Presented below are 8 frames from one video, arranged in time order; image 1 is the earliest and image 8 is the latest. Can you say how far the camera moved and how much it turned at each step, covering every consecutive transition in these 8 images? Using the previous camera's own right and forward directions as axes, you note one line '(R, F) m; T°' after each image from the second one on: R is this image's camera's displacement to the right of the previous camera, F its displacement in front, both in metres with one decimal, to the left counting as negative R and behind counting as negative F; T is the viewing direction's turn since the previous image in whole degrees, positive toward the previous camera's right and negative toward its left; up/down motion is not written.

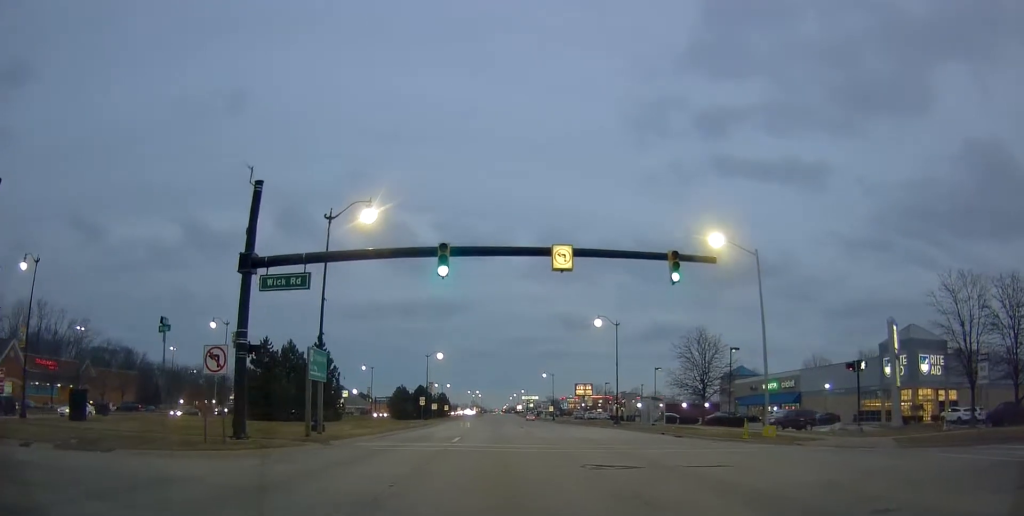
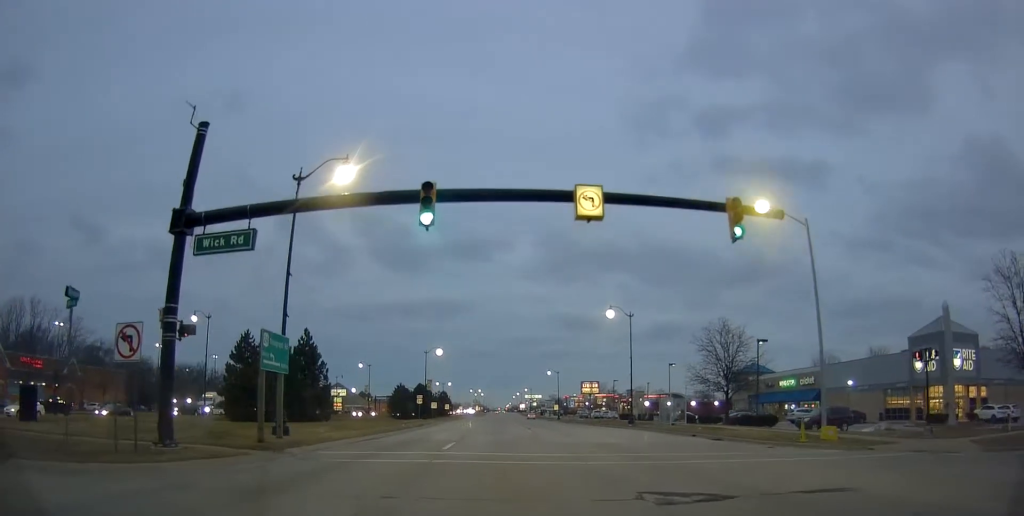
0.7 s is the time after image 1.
(-0.2, +4.2) m; +4°
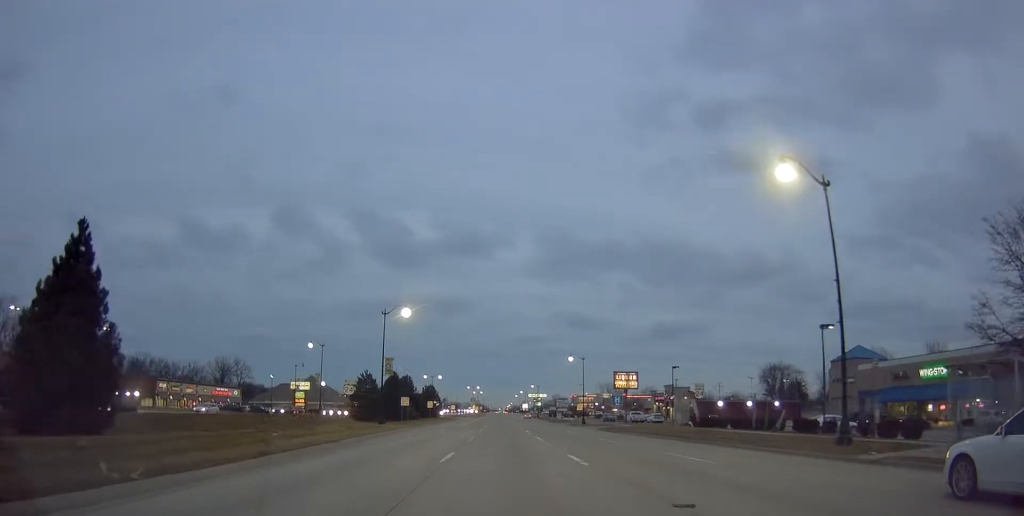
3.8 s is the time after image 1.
(+2.1, +31.7) m; +7°
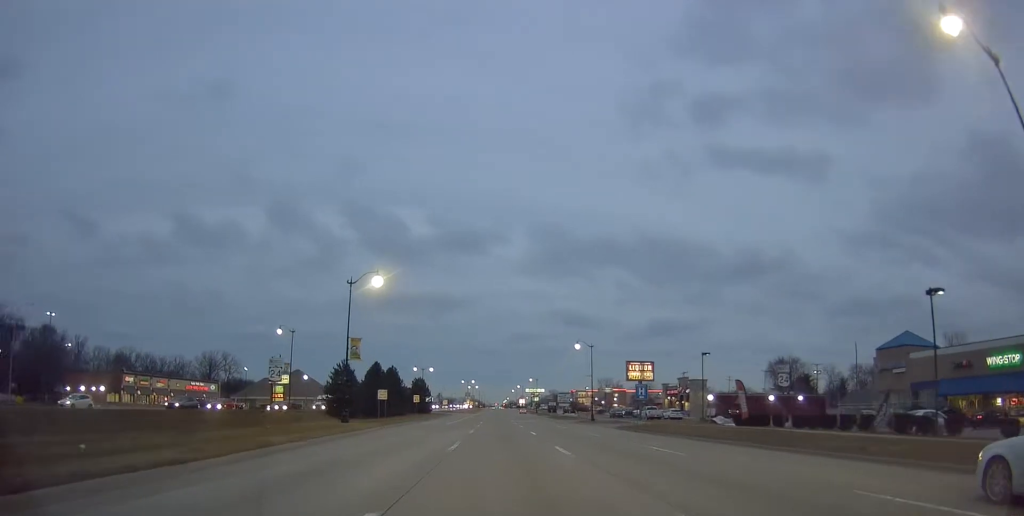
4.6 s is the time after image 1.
(0.0, +10.8) m; 0°
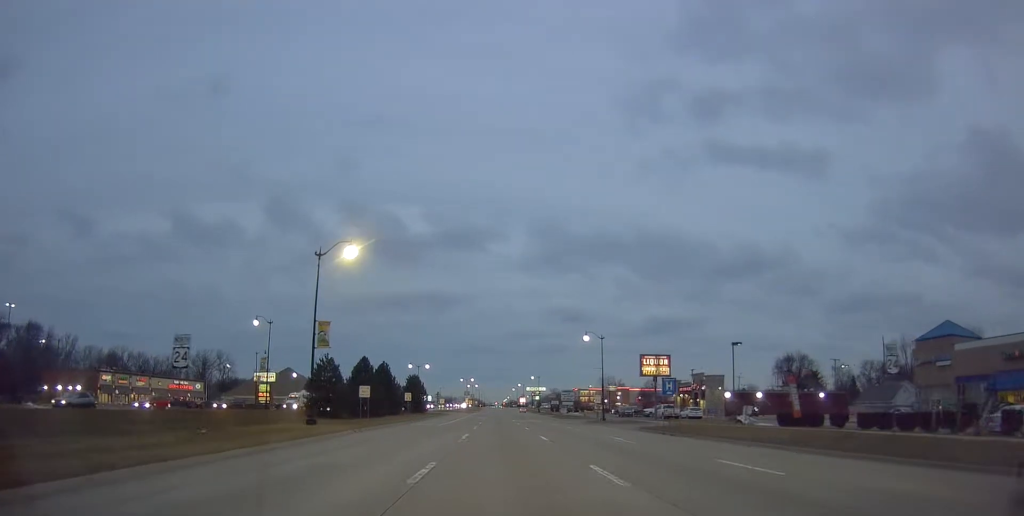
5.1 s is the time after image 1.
(0.0, +7.8) m; -1°
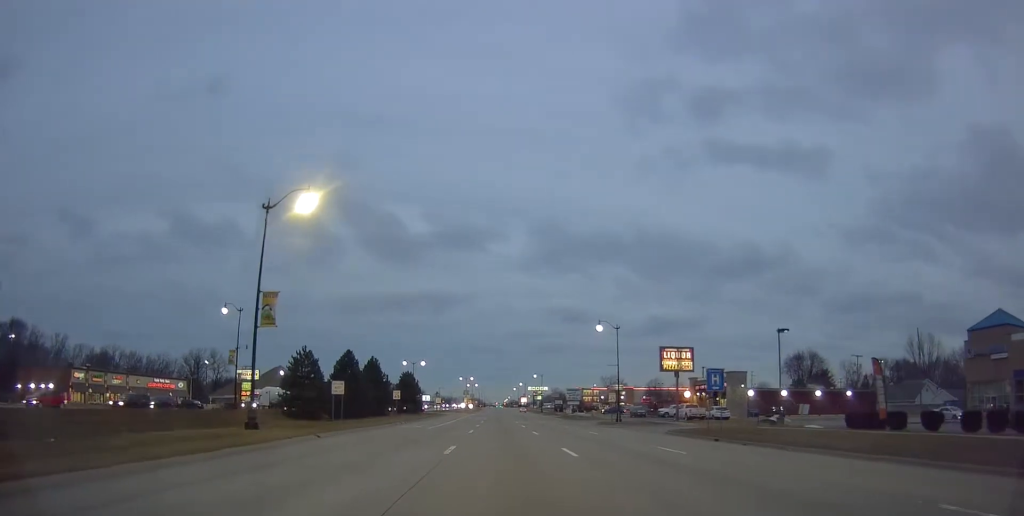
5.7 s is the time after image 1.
(+0.1, +8.5) m; -1°
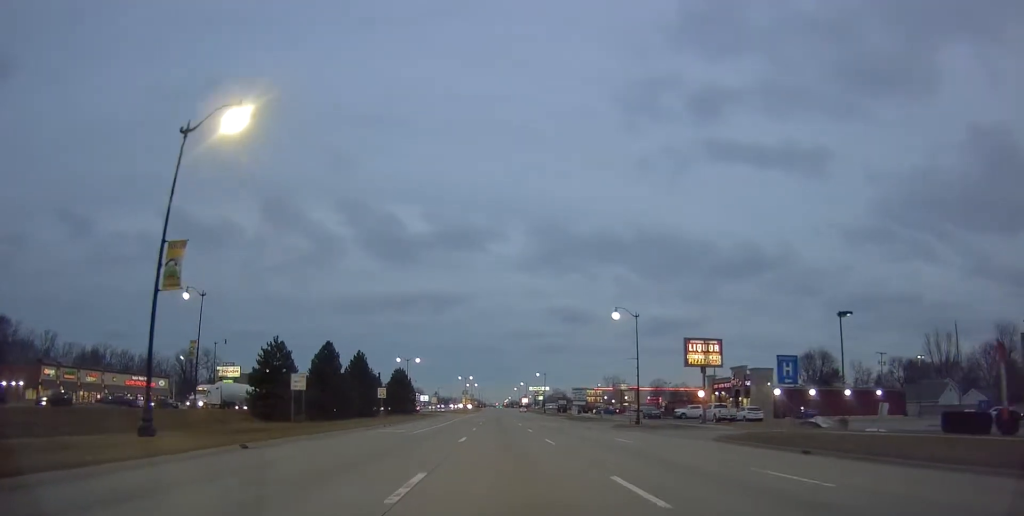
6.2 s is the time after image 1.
(-0.2, +8.7) m; 0°
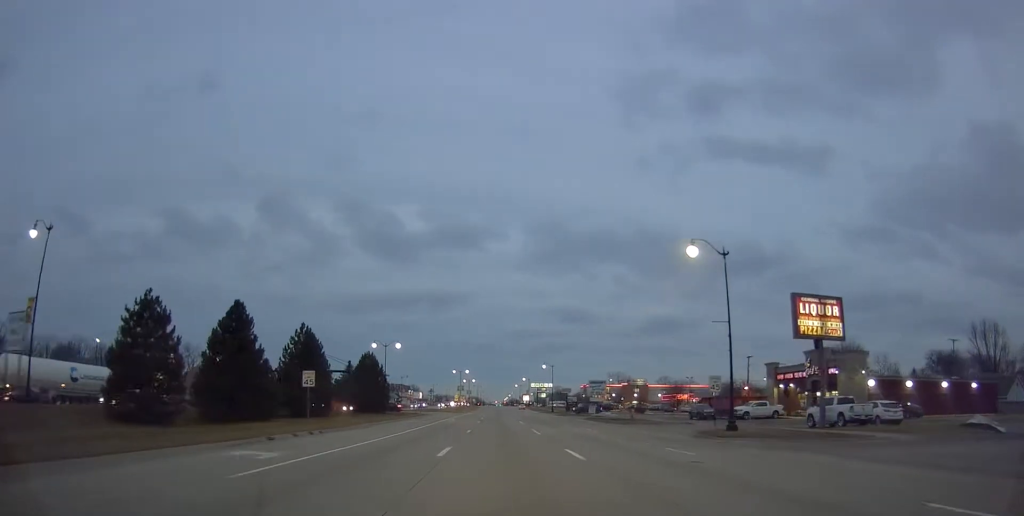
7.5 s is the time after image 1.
(+0.2, +22.2) m; +1°
